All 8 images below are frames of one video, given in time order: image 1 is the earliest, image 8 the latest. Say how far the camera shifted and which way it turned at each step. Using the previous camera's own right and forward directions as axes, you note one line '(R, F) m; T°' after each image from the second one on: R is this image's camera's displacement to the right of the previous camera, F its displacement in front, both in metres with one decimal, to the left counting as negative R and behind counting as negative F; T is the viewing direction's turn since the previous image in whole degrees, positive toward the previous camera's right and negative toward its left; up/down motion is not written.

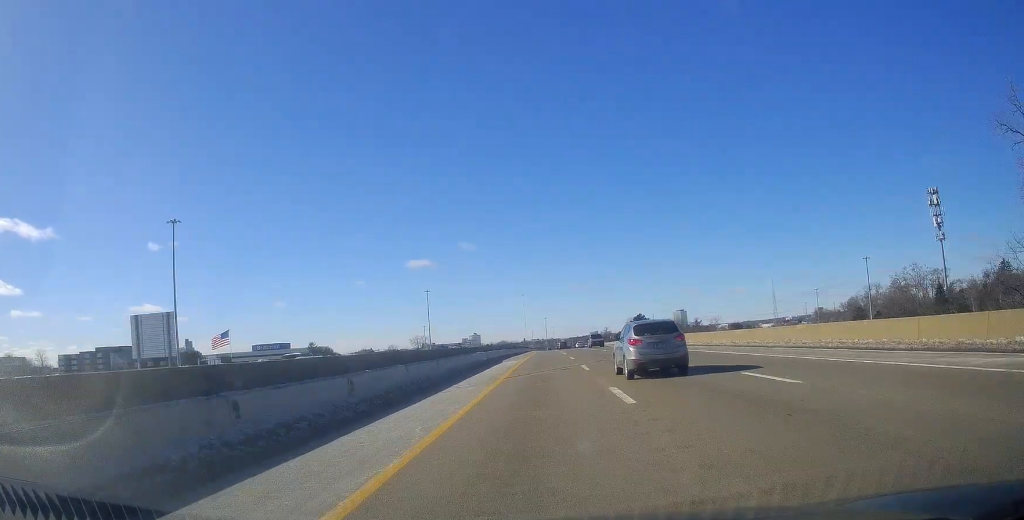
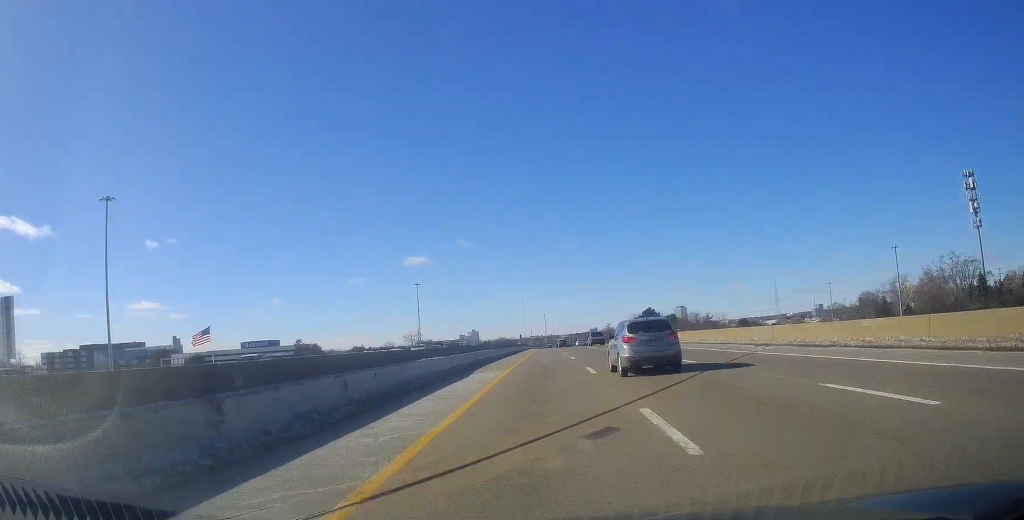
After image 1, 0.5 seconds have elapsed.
(-0.2, +19.0) m; 0°
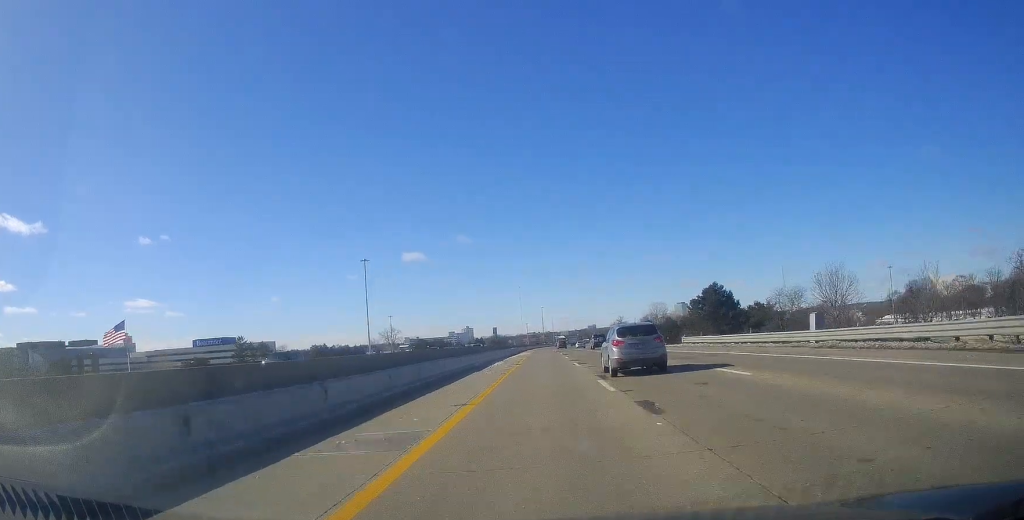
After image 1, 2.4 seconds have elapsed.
(-0.5, +68.1) m; 0°
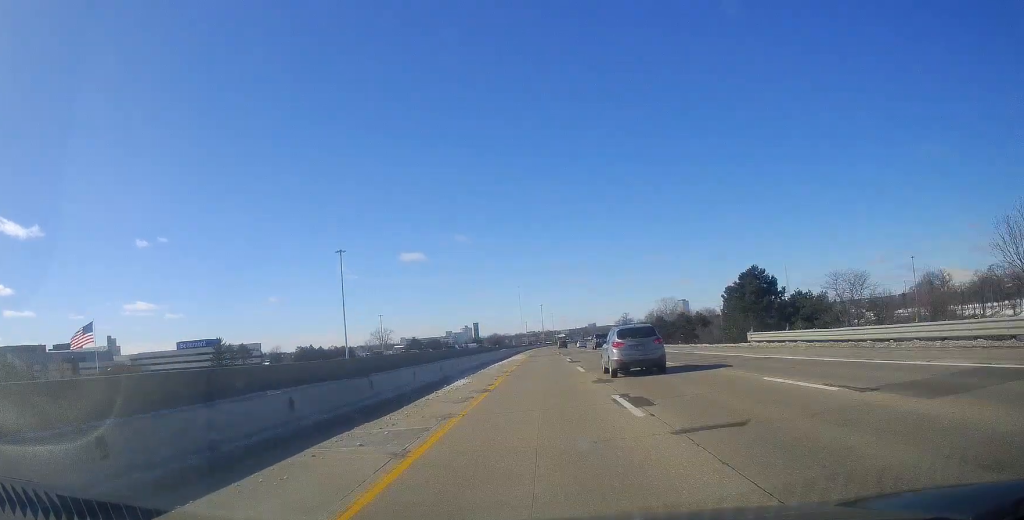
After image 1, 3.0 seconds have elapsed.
(0.0, +20.4) m; 0°
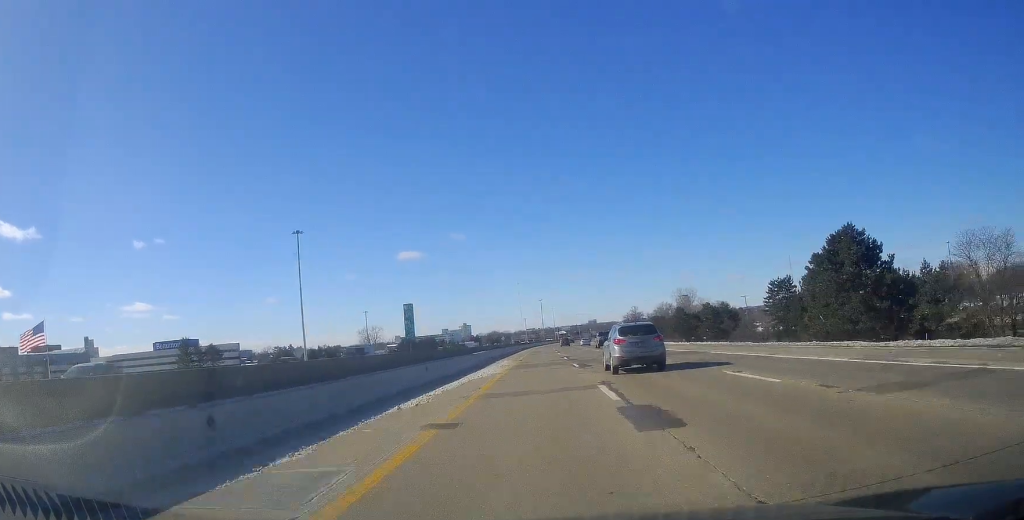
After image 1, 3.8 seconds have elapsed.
(0.0, +27.5) m; +1°
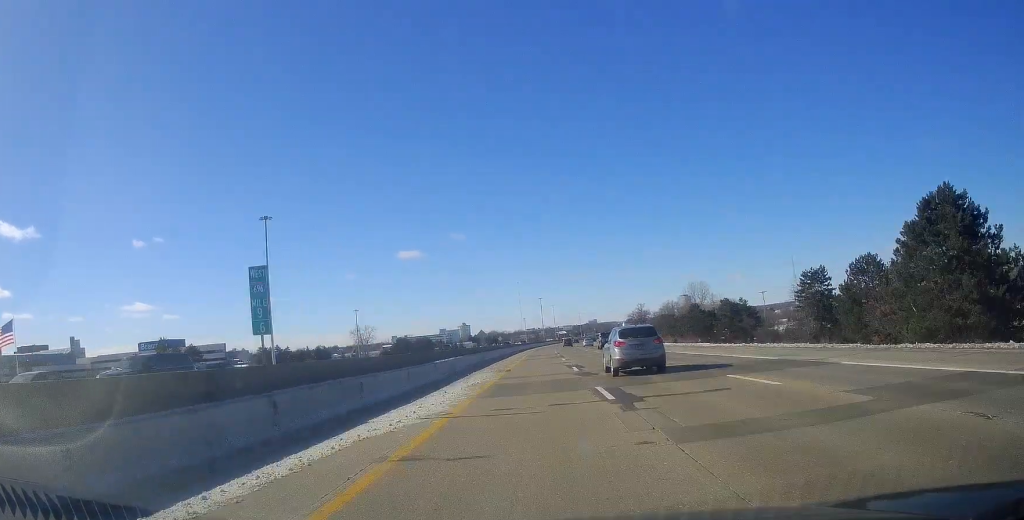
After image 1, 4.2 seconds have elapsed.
(0.0, +15.7) m; 0°
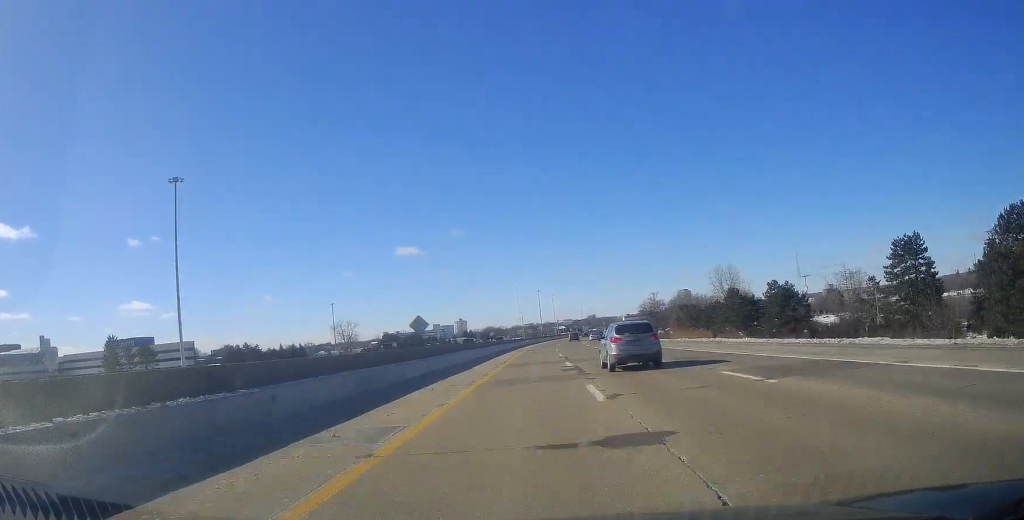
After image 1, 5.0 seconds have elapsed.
(+0.5, +30.2) m; 0°
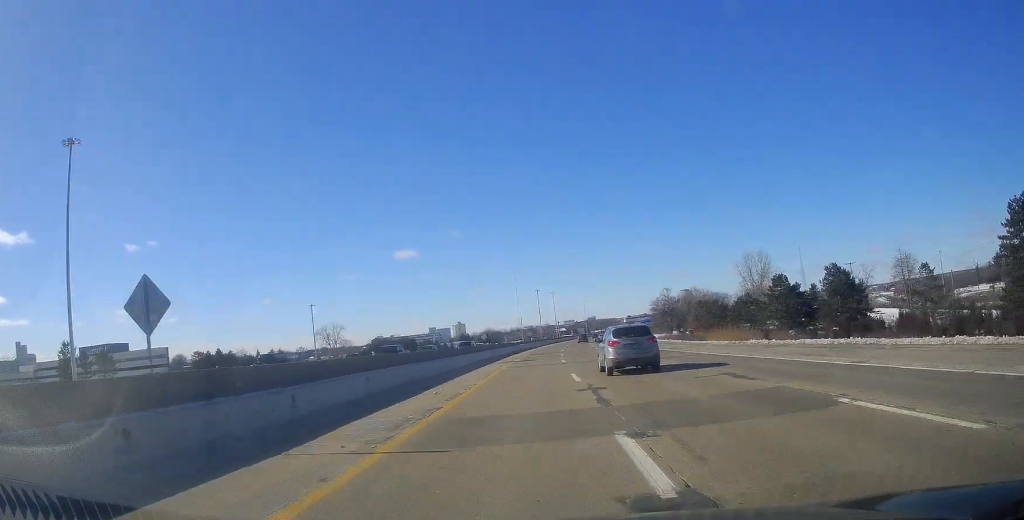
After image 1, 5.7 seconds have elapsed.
(-0.3, +23.2) m; 0°
